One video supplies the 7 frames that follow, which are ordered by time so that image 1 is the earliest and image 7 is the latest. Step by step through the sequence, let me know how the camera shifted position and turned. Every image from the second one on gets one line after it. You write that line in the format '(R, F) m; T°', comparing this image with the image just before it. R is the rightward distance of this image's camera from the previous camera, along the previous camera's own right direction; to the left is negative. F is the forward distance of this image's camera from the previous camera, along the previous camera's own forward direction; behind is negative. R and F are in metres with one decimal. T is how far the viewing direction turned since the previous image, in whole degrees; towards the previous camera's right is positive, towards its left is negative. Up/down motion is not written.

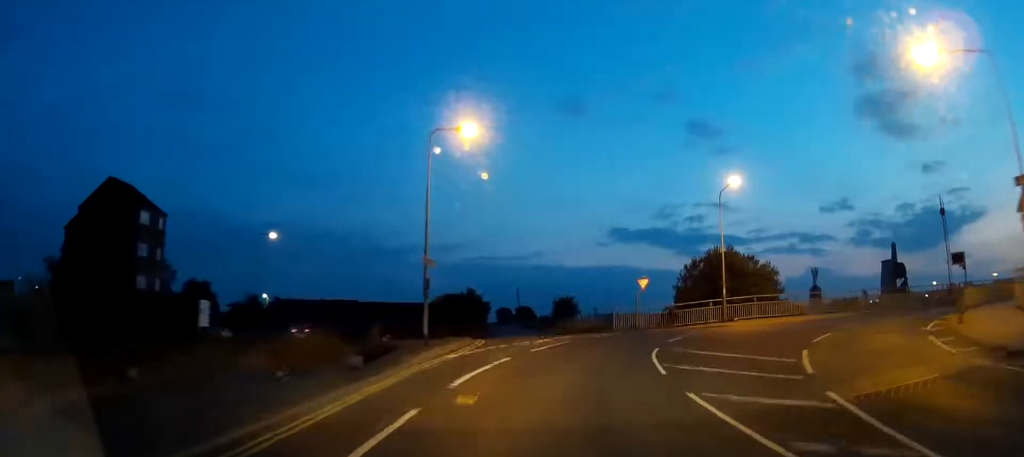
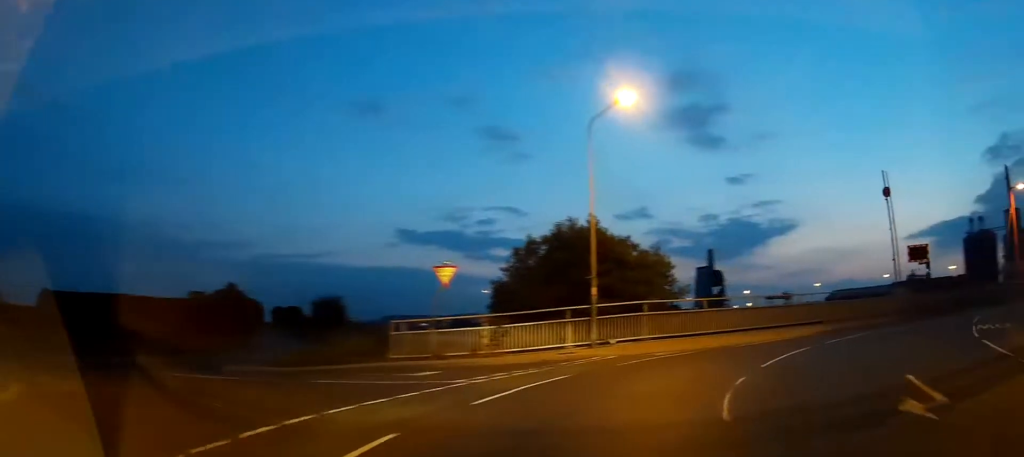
(+1.8, +18.9) m; +8°
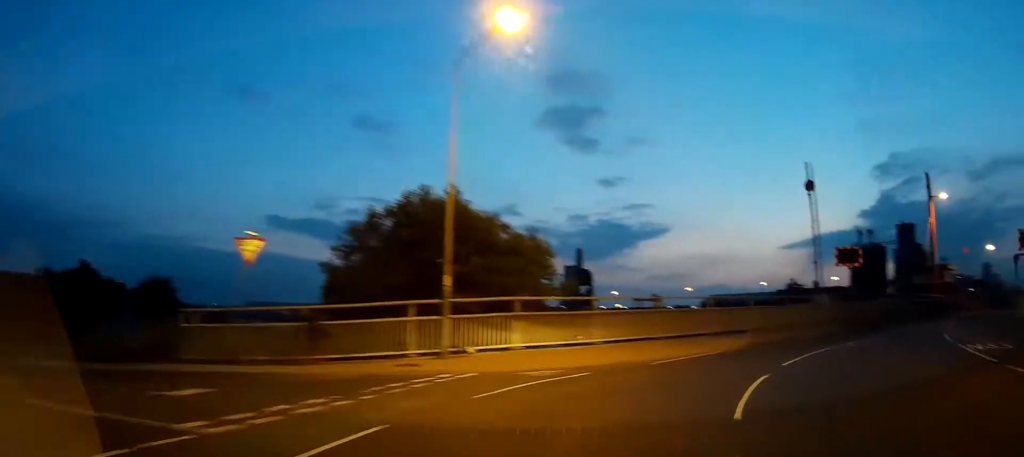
(+0.1, +6.2) m; +12°
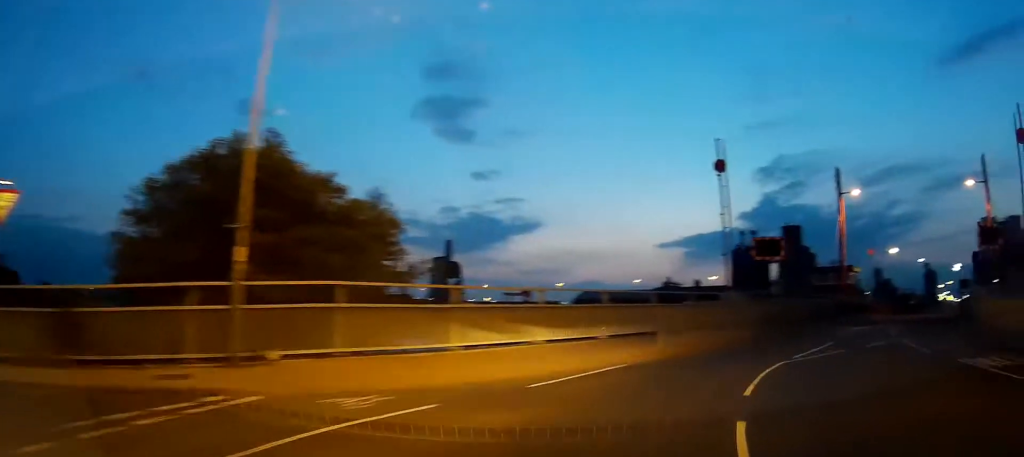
(-0.4, +5.0) m; +13°
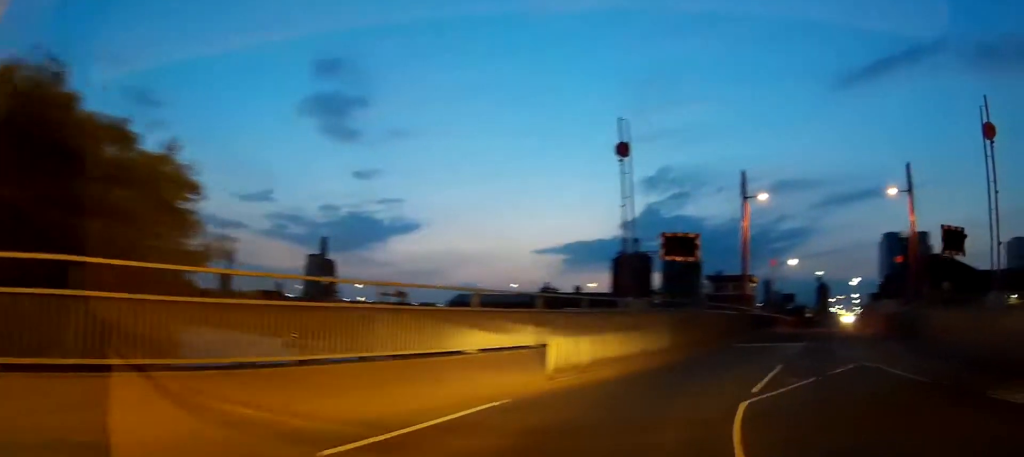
(+1.6, +4.1) m; +11°
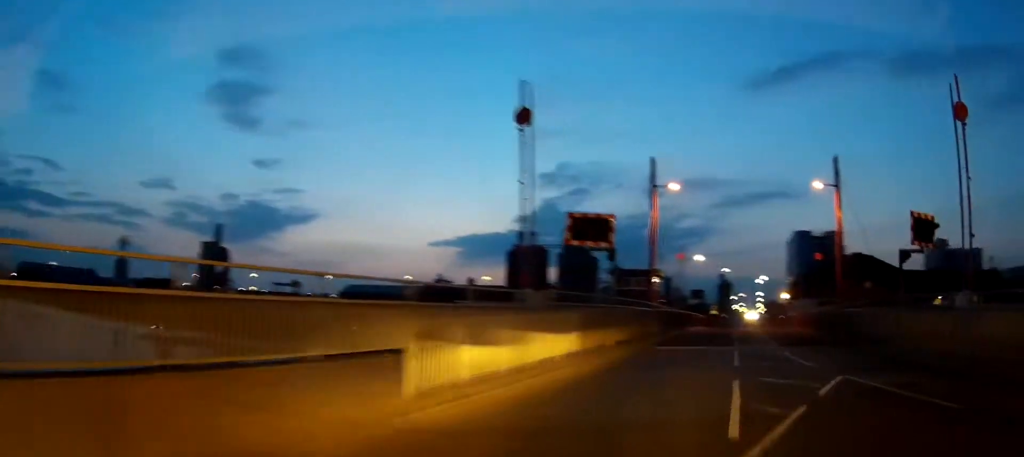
(+0.6, +3.5) m; +9°
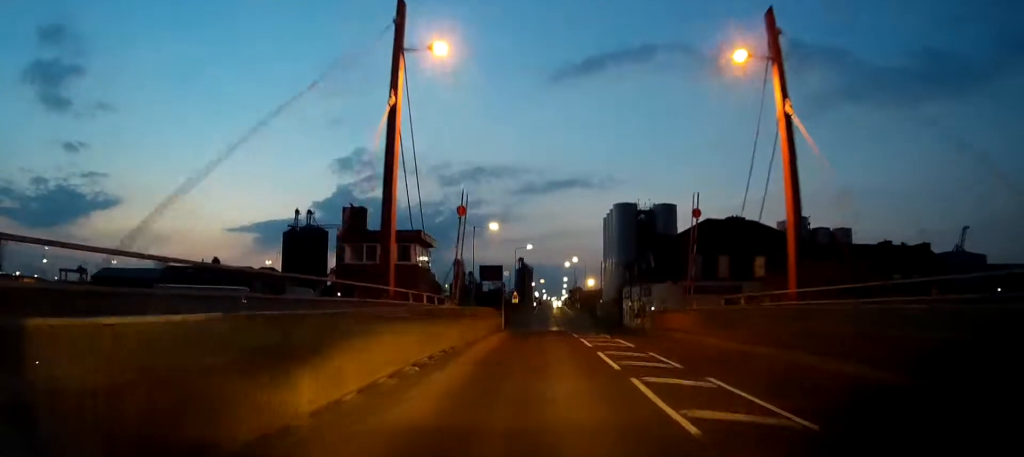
(+3.0, +18.5) m; +19°
